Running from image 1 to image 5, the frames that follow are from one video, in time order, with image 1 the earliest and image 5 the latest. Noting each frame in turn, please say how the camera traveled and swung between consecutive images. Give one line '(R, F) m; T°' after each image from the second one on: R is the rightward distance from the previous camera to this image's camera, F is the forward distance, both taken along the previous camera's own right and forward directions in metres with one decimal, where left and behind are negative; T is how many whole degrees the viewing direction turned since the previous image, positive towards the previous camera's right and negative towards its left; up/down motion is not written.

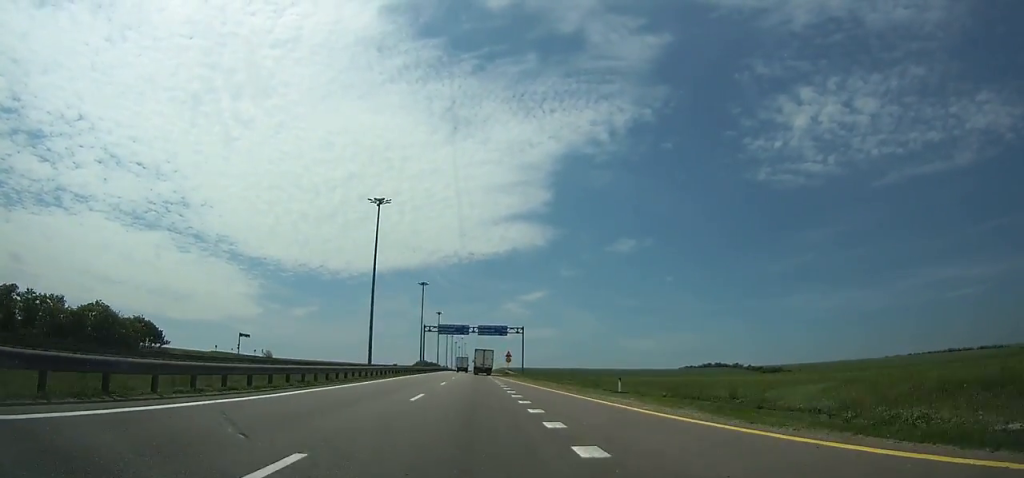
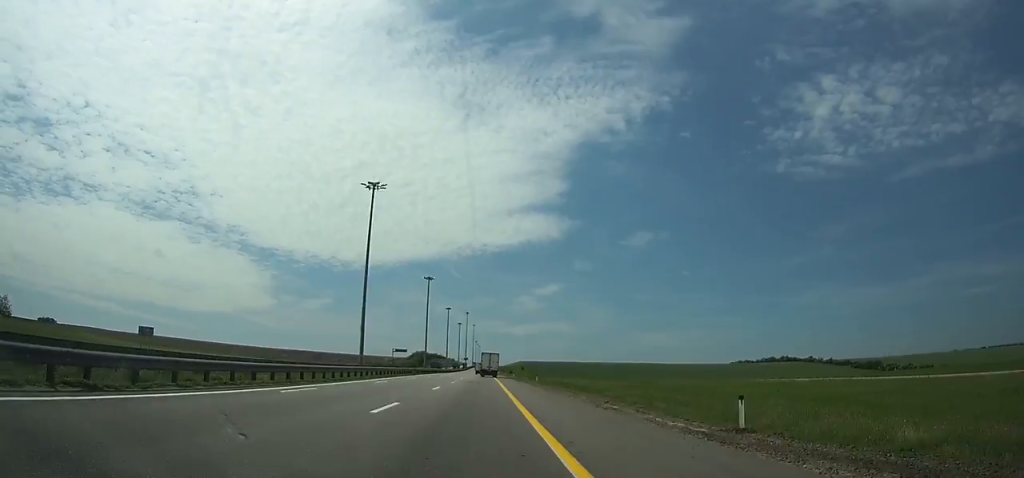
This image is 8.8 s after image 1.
(-2.0, +201.0) m; -1°
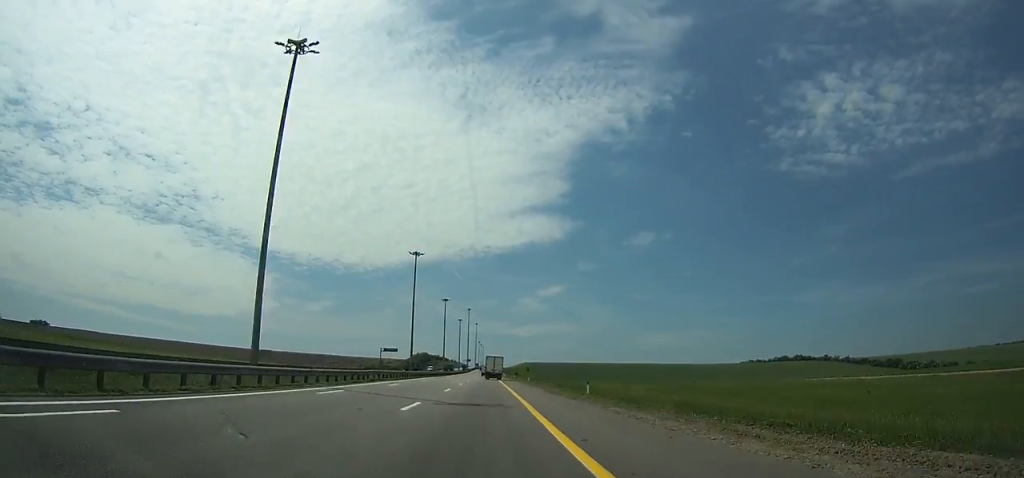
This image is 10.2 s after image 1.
(0.0, +30.2) m; 0°
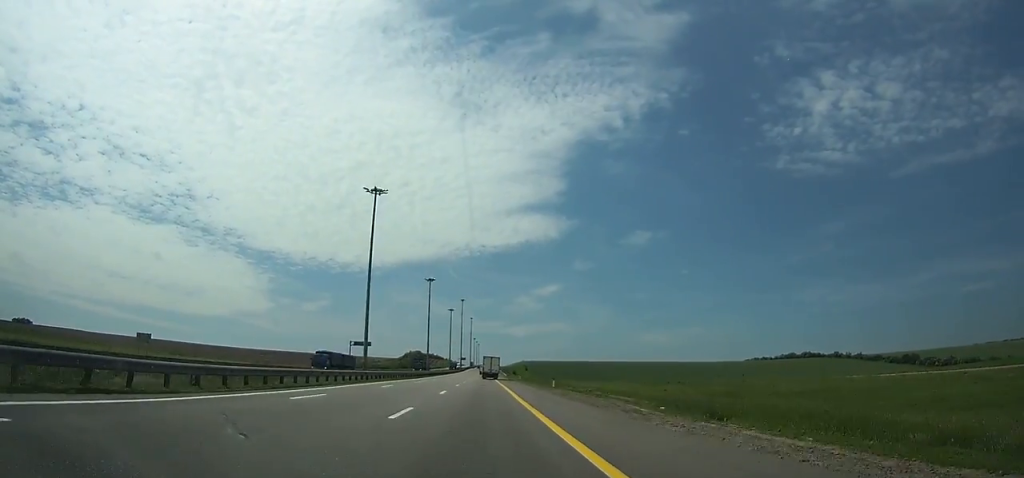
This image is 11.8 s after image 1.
(-0.1, +34.0) m; 0°
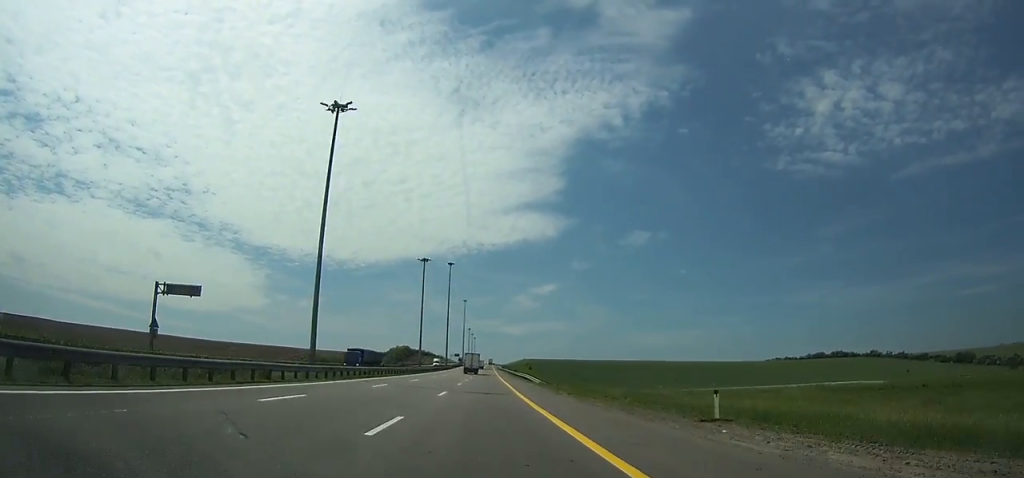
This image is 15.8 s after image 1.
(-0.3, +84.6) m; 0°
